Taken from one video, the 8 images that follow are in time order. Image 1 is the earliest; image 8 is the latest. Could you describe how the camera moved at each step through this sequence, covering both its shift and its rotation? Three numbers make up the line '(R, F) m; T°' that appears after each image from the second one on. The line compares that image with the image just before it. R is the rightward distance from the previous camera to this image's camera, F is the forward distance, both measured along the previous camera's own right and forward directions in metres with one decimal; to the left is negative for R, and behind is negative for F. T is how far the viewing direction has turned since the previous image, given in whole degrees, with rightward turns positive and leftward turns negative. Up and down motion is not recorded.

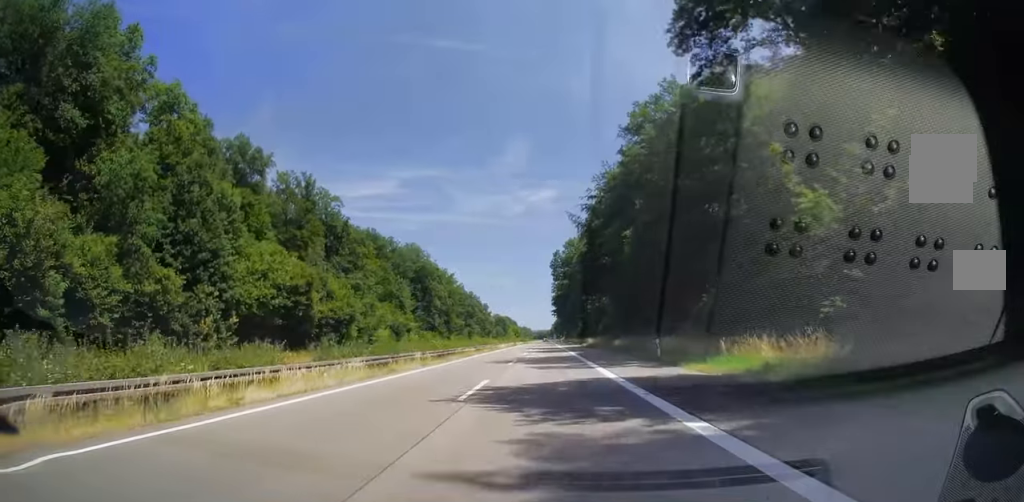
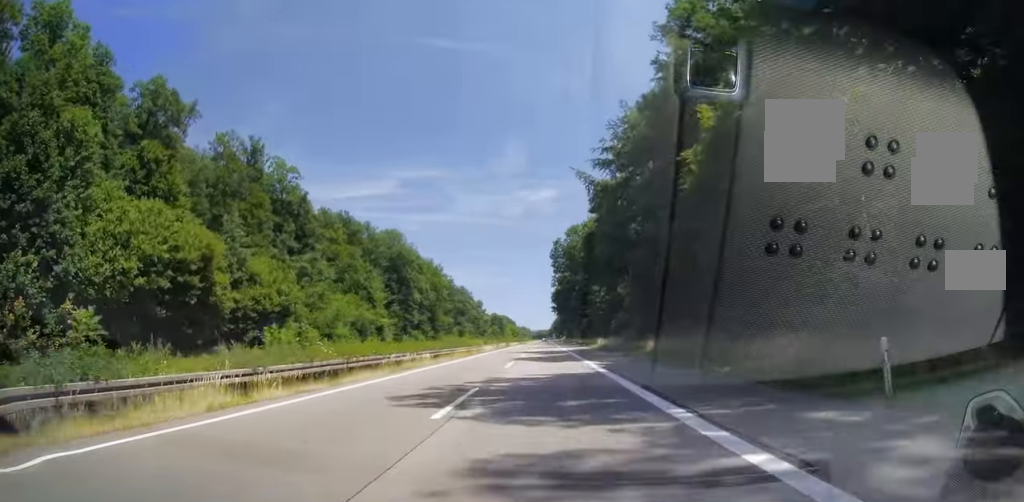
(0.0, +21.2) m; 0°
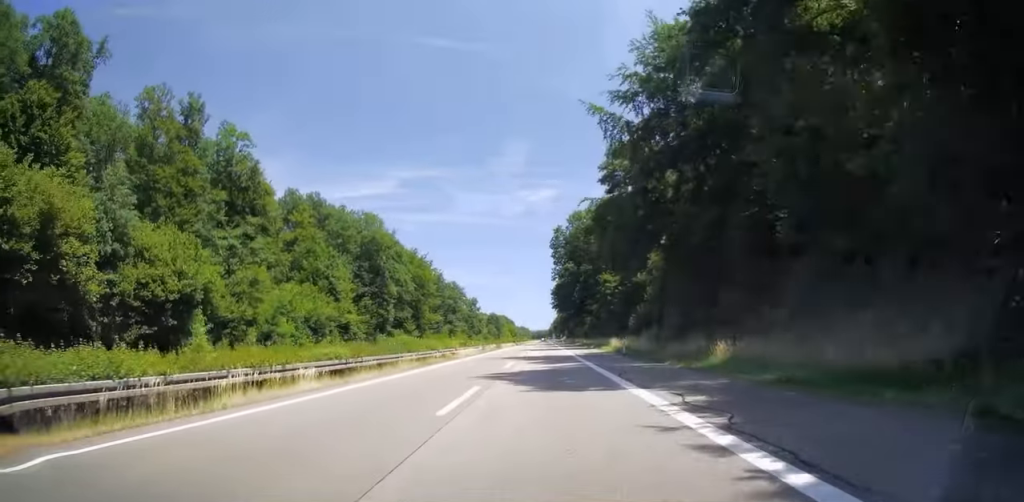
(0.0, +17.7) m; 0°
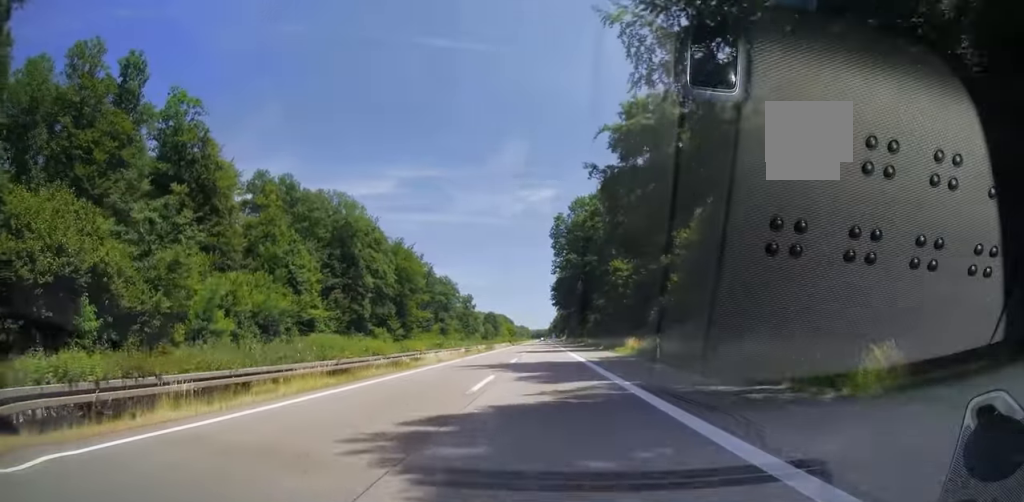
(0.0, +13.3) m; 0°
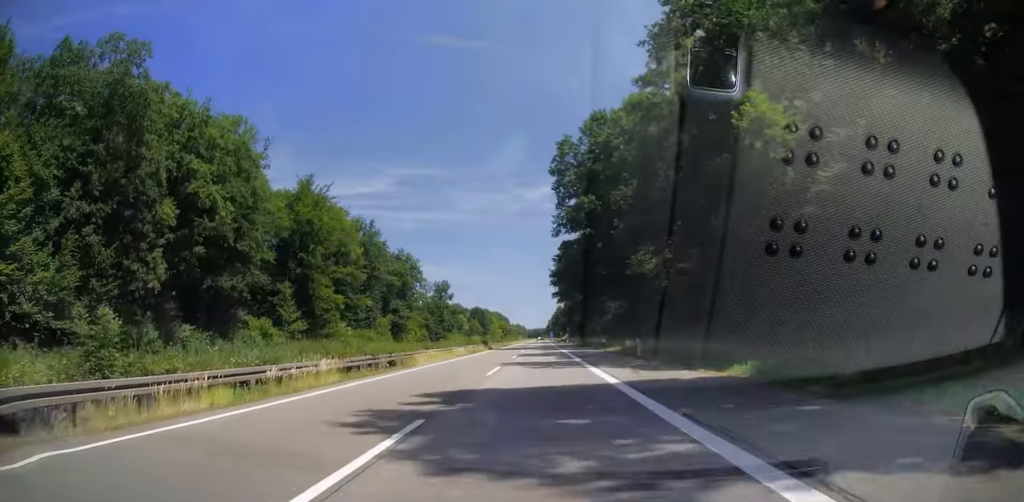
(+0.6, +48.2) m; +1°
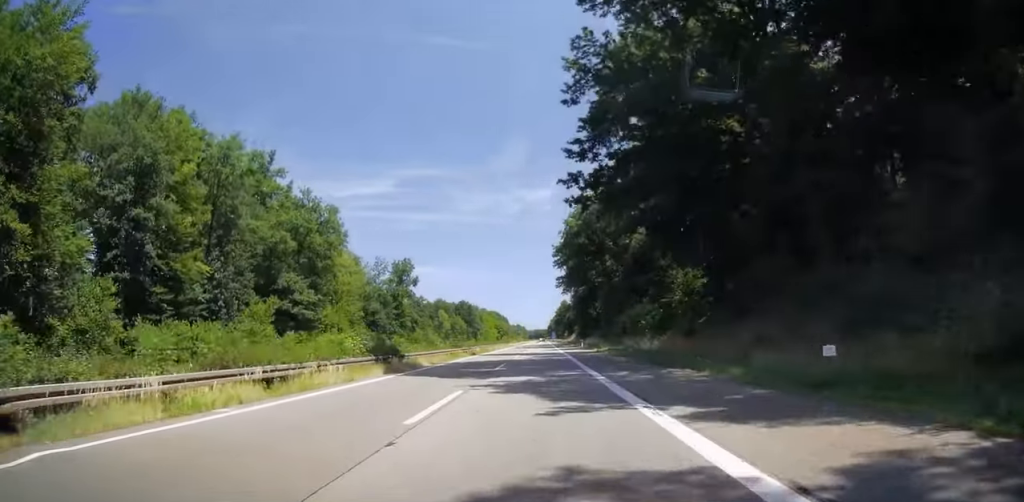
(-0.6, +48.8) m; -1°
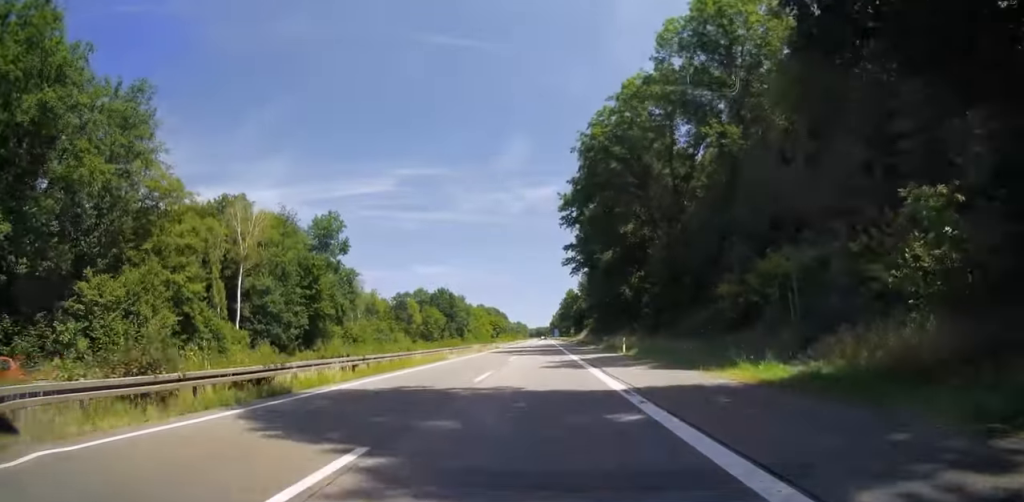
(0.0, +44.9) m; 0°
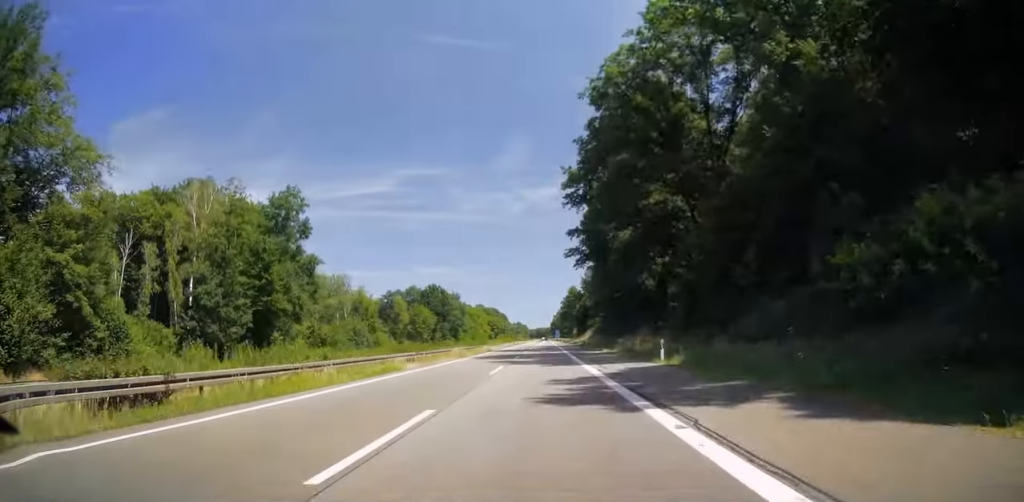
(0.0, +13.8) m; 0°
